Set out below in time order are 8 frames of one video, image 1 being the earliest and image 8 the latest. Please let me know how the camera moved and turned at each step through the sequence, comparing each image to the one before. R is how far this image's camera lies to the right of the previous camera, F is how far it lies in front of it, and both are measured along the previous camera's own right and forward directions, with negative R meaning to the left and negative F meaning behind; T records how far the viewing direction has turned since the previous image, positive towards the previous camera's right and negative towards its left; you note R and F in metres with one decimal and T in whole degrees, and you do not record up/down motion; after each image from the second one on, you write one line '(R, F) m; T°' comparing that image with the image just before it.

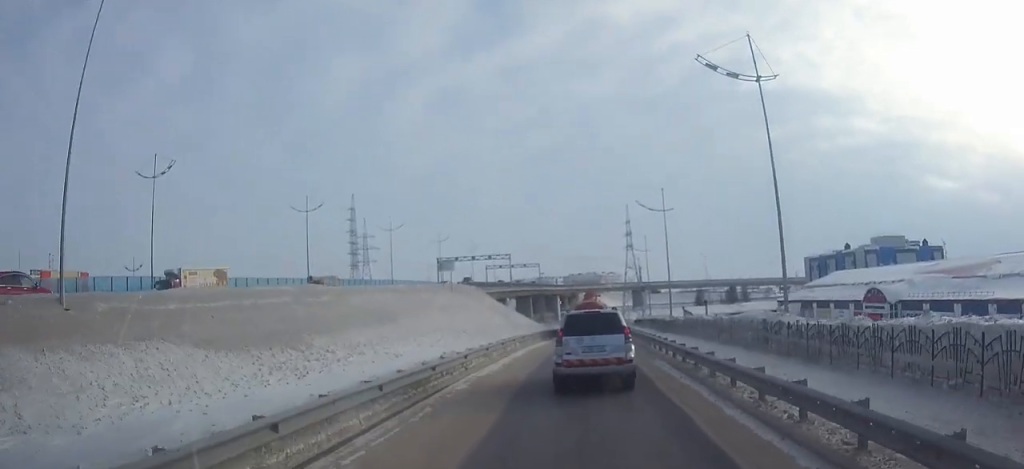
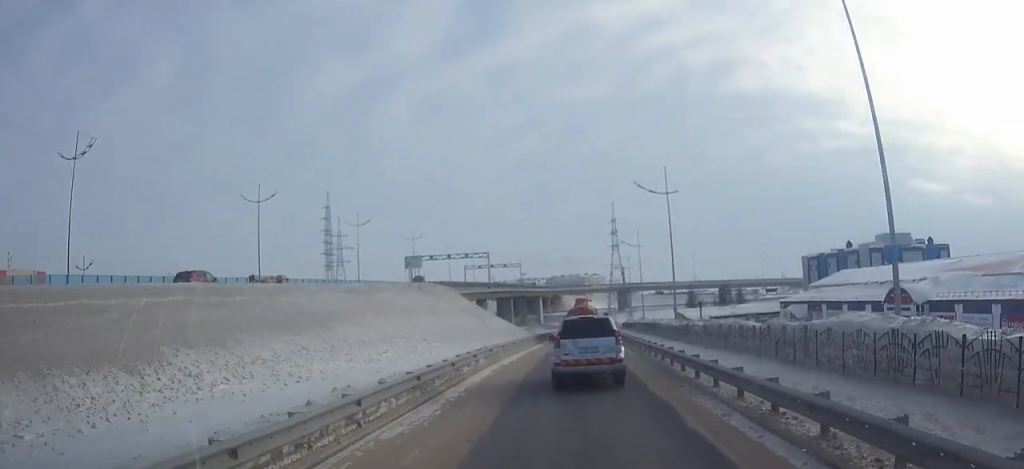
(+0.1, +8.9) m; +2°
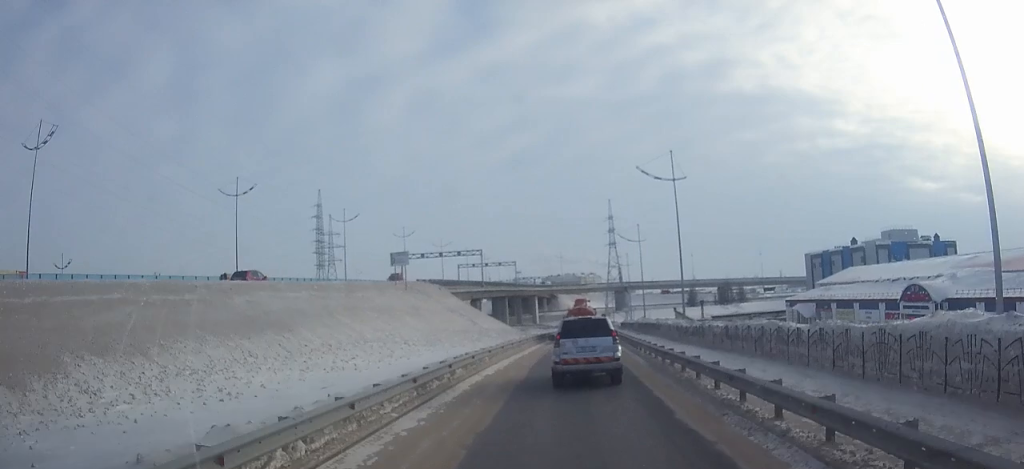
(0.0, +4.3) m; +1°
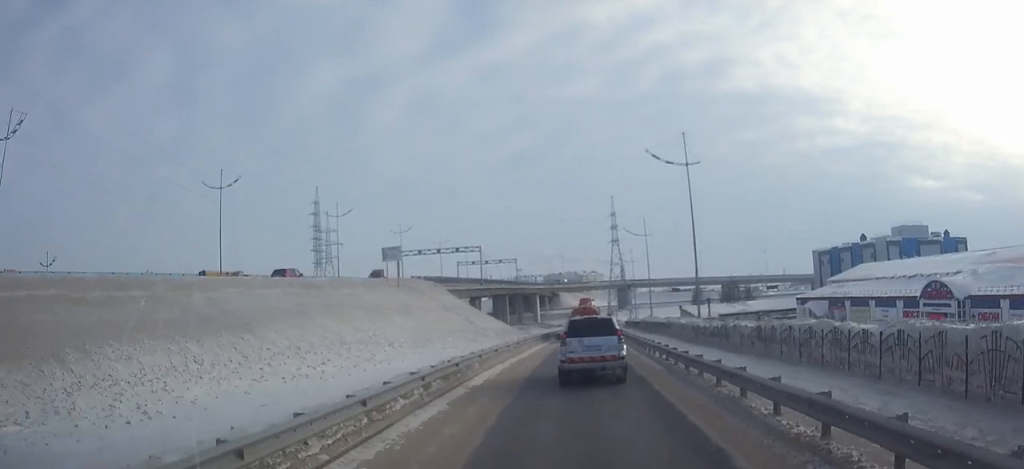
(0.0, +3.6) m; 0°
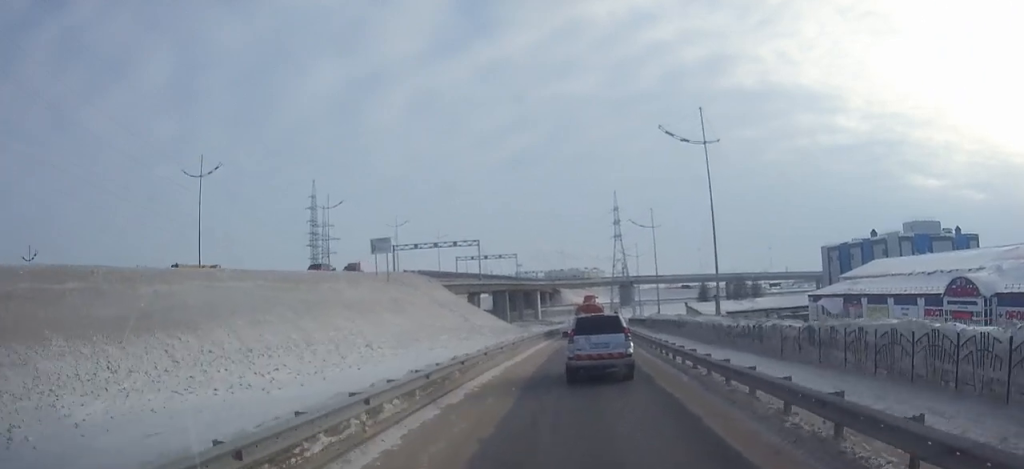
(0.0, +4.0) m; 0°
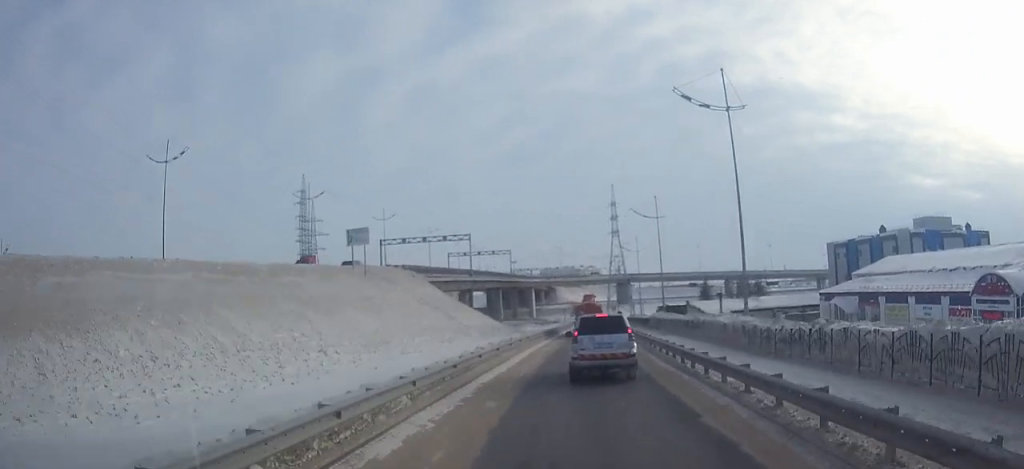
(0.0, +5.0) m; 0°
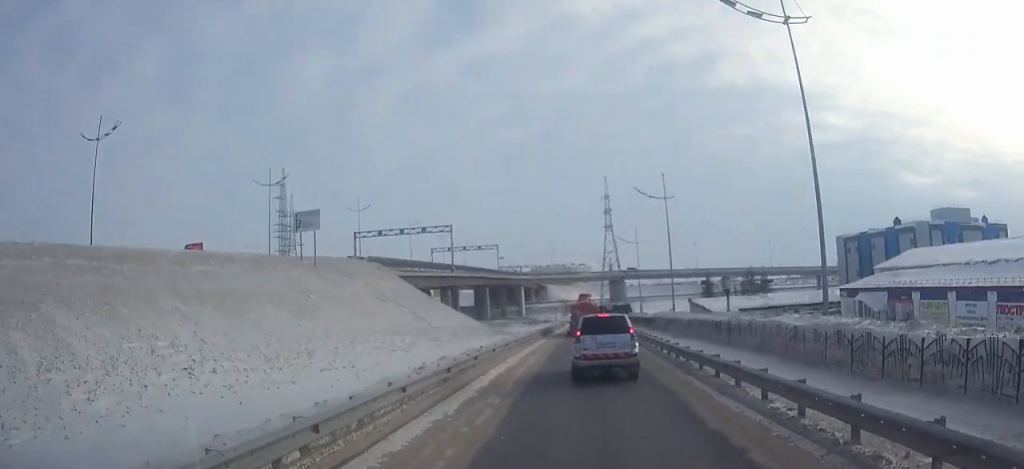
(+0.1, +8.7) m; +1°
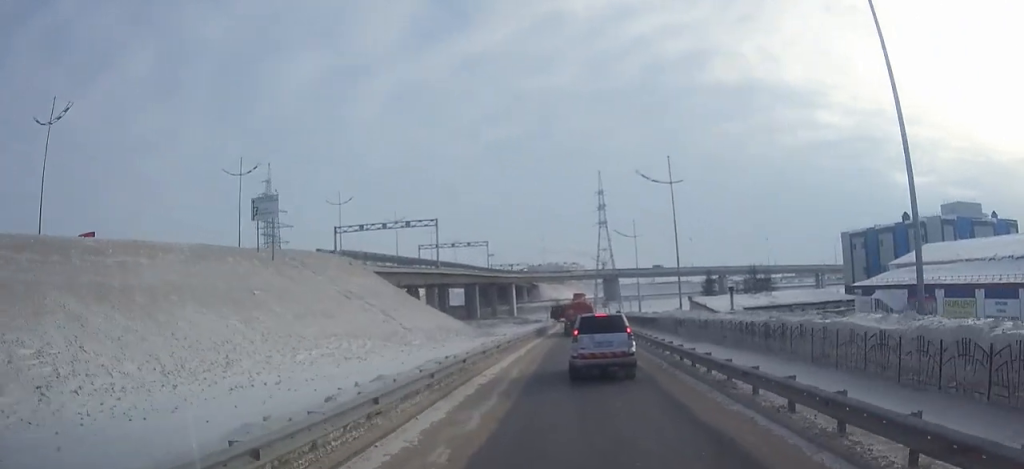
(0.0, +5.5) m; +1°
